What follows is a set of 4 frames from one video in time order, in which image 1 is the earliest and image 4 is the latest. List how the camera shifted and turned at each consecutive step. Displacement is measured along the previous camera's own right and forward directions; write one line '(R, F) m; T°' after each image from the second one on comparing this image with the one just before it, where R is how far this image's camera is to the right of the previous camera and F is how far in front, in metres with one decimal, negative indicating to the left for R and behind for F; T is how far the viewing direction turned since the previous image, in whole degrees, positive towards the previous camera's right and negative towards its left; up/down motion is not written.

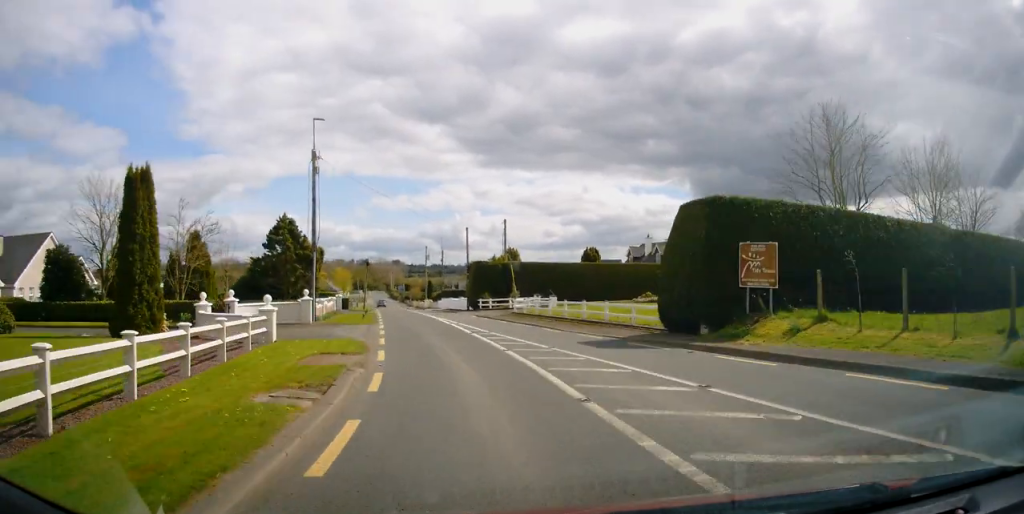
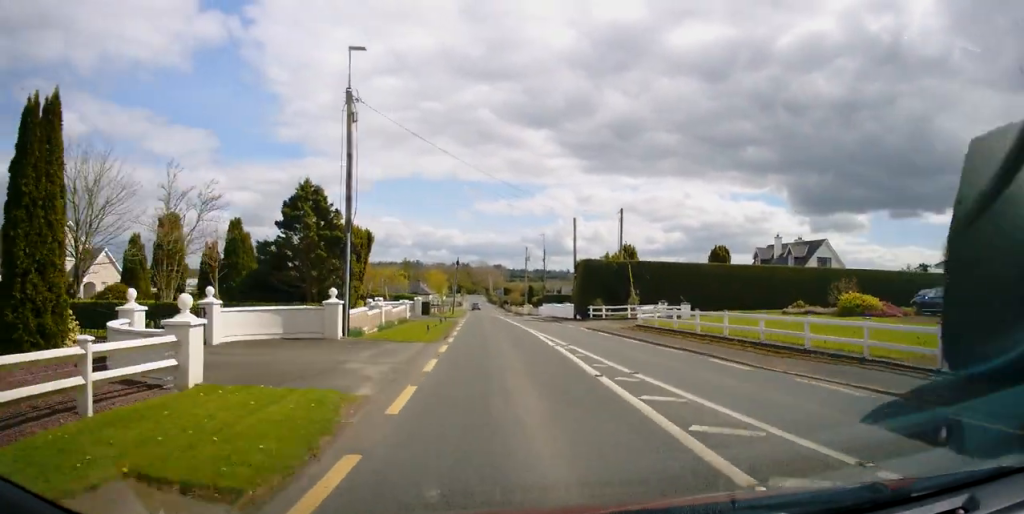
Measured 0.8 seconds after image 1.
(-1.0, +9.3) m; -9°
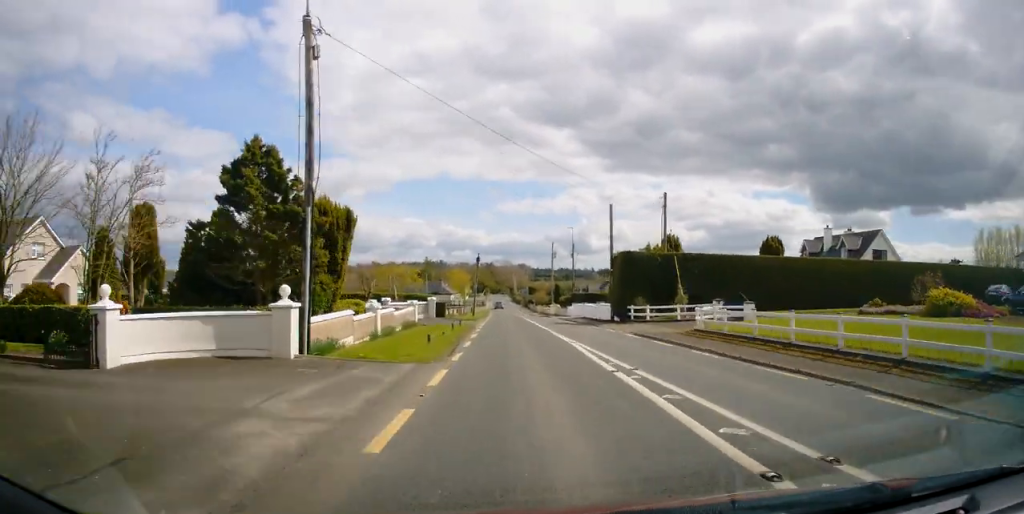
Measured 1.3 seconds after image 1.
(-0.6, +5.7) m; -4°
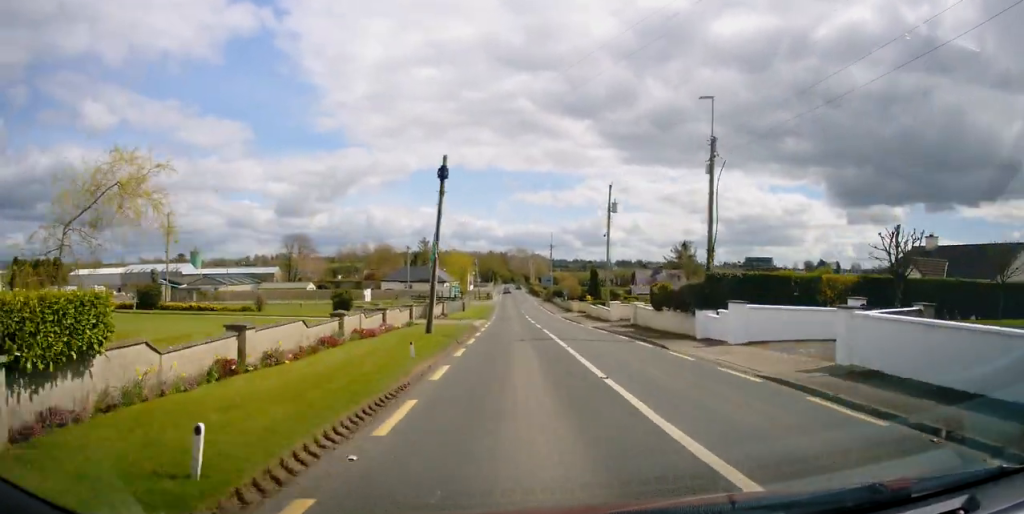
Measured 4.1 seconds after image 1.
(-2.2, +38.2) m; -4°
